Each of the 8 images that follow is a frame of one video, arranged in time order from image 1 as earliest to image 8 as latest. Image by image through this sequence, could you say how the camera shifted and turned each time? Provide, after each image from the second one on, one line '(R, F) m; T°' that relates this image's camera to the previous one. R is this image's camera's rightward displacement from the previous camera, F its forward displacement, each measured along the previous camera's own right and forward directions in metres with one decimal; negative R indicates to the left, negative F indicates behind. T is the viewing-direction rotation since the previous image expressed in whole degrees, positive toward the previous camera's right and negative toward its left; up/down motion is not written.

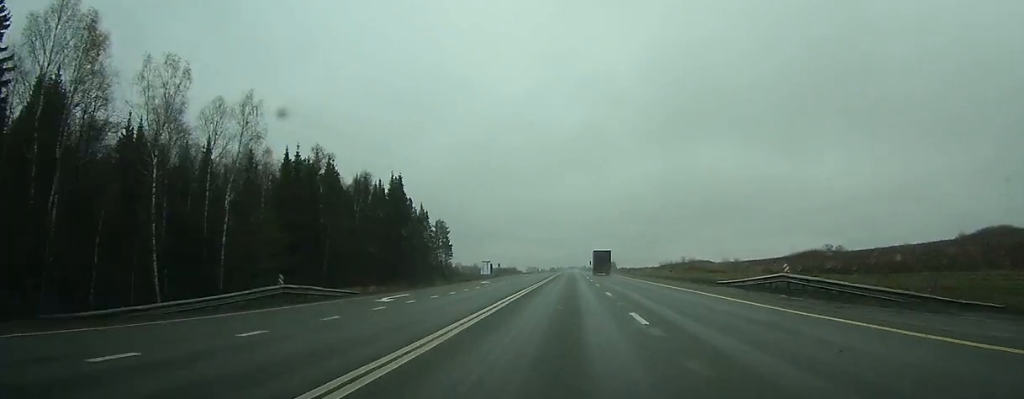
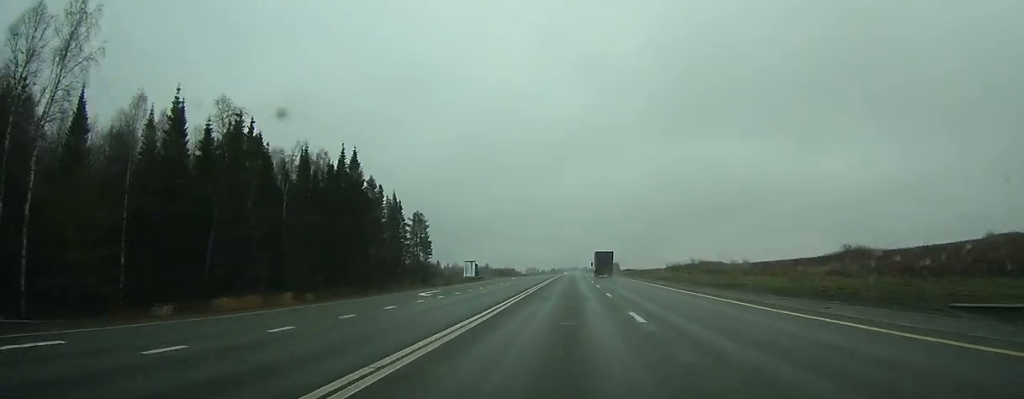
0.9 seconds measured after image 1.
(0.0, +22.8) m; 0°
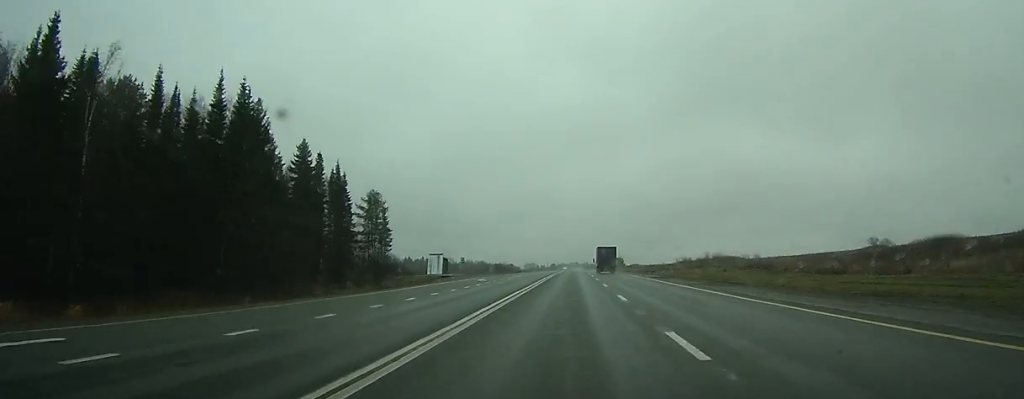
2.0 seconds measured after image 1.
(0.0, +29.8) m; 0°
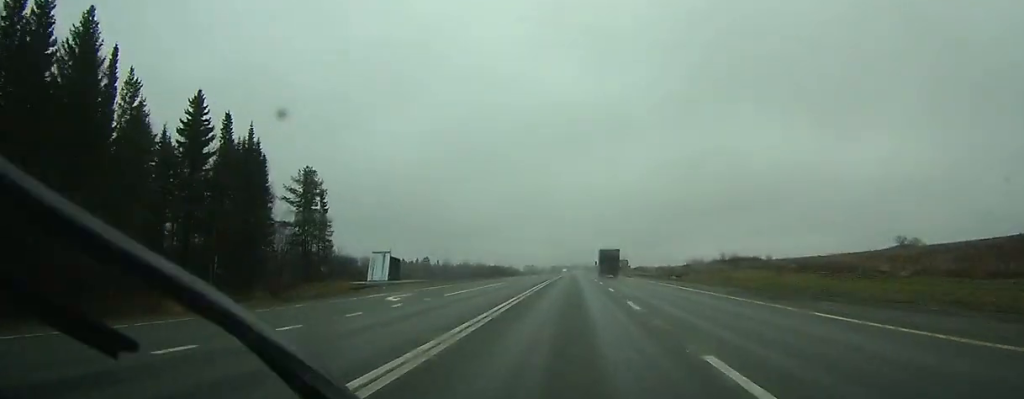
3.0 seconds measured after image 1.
(0.0, +26.1) m; 0°
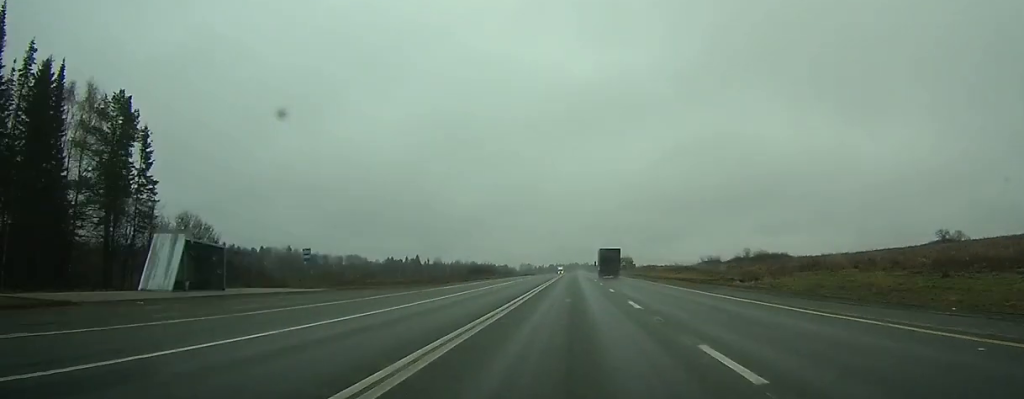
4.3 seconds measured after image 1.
(0.0, +34.6) m; 0°
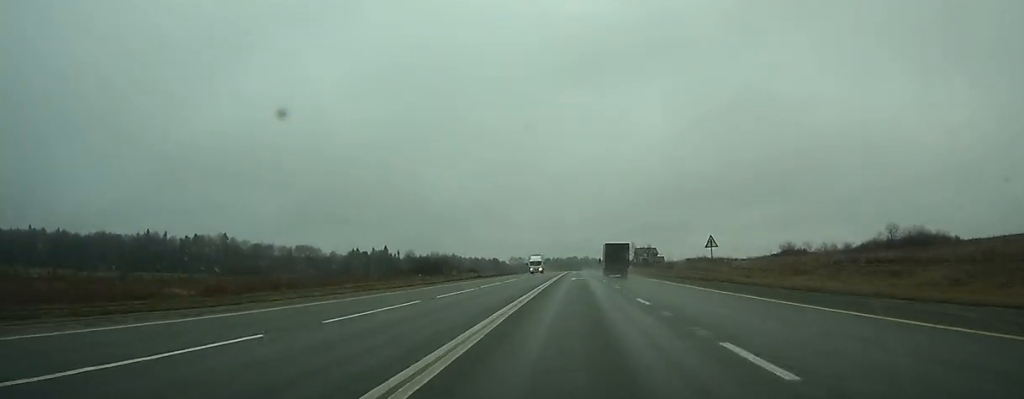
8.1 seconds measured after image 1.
(-0.4, +95.5) m; 0°
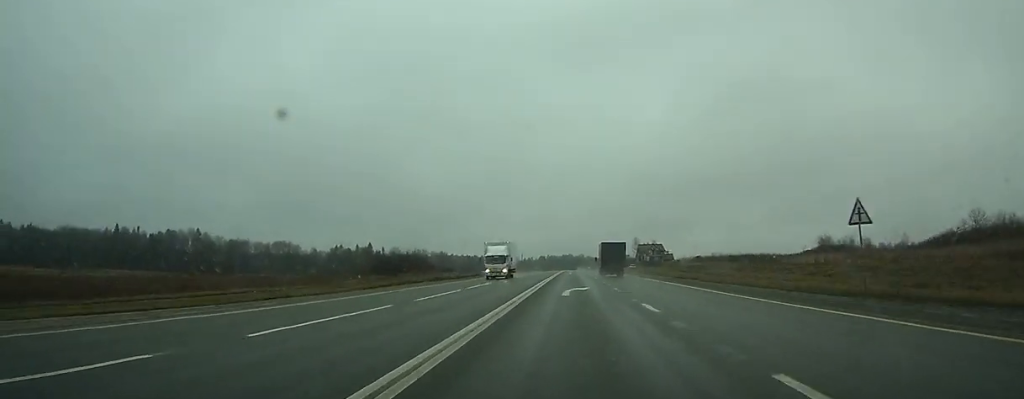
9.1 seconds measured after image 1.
(0.0, +26.9) m; 0°
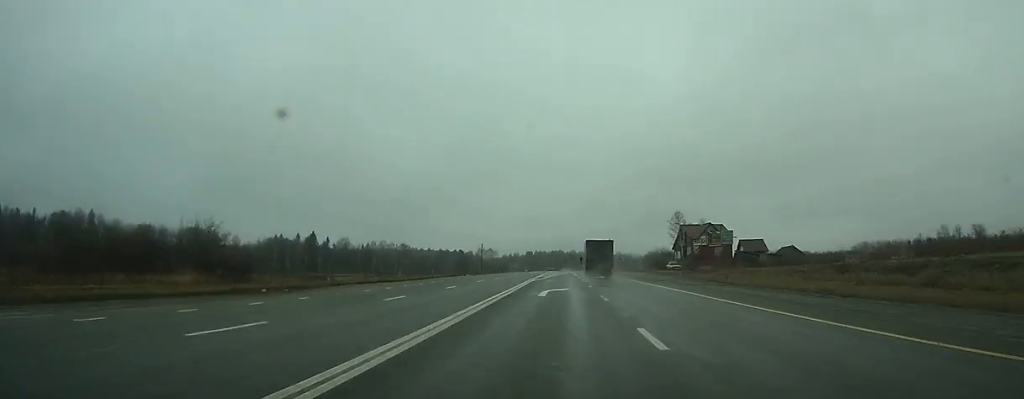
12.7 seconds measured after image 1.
(+1.1, +89.5) m; +1°
